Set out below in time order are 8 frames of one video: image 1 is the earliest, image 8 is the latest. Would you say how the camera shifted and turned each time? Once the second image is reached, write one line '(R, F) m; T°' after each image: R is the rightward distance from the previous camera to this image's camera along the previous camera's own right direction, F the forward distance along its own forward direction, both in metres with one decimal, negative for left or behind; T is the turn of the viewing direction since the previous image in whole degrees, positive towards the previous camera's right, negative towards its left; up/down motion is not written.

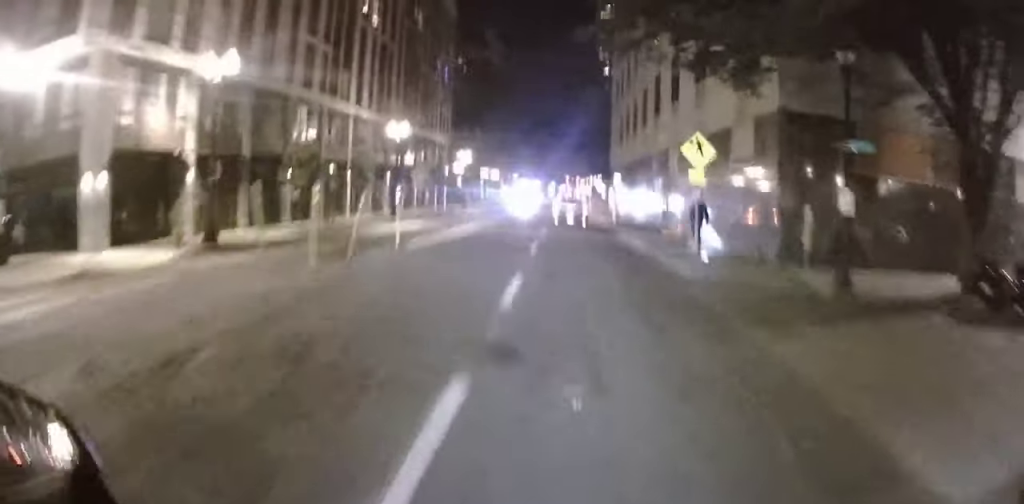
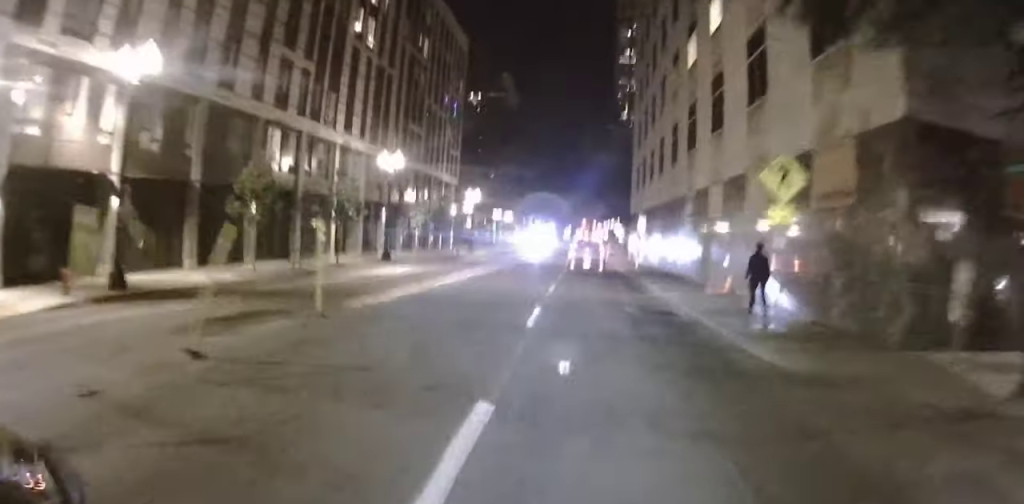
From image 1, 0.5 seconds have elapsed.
(+0.3, +5.6) m; +1°
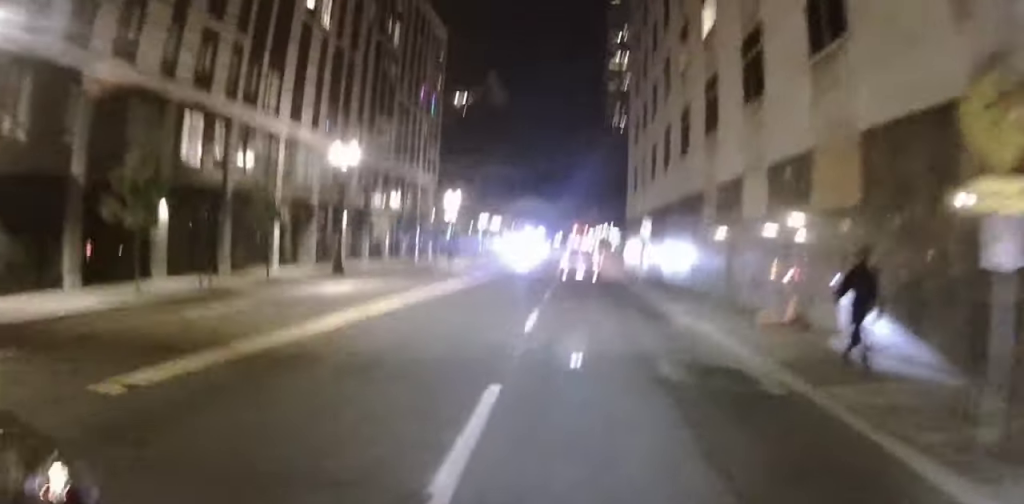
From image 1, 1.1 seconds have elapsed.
(+0.2, +6.3) m; +2°
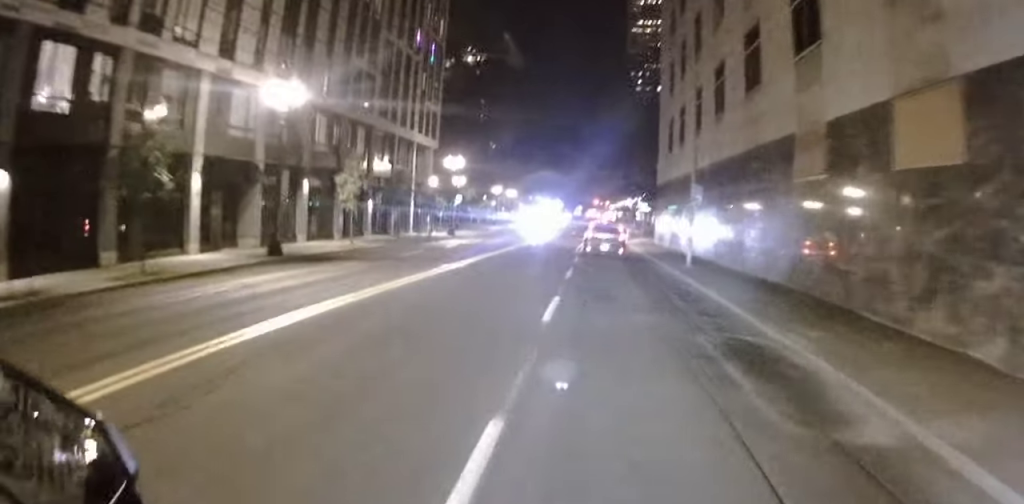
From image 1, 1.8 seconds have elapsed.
(0.0, +8.8) m; +2°
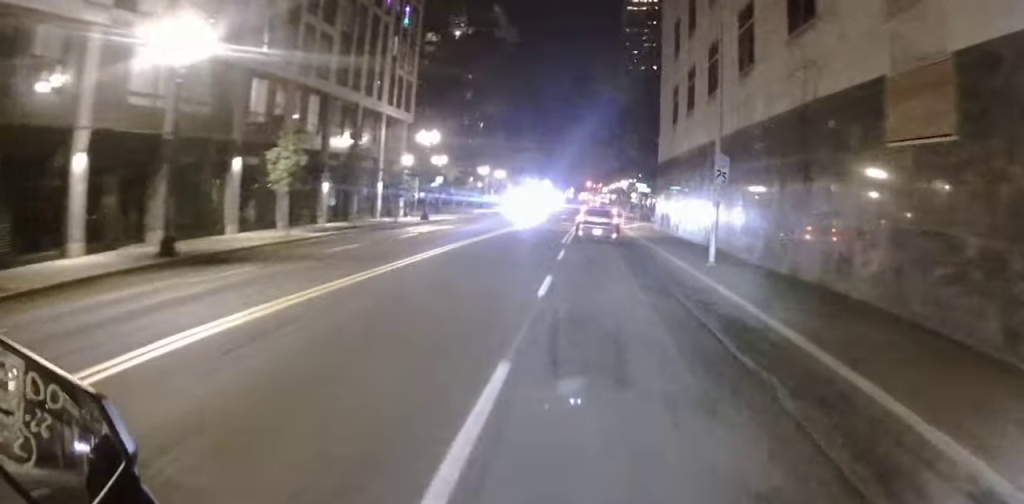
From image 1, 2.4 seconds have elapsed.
(+0.1, +6.1) m; 0°
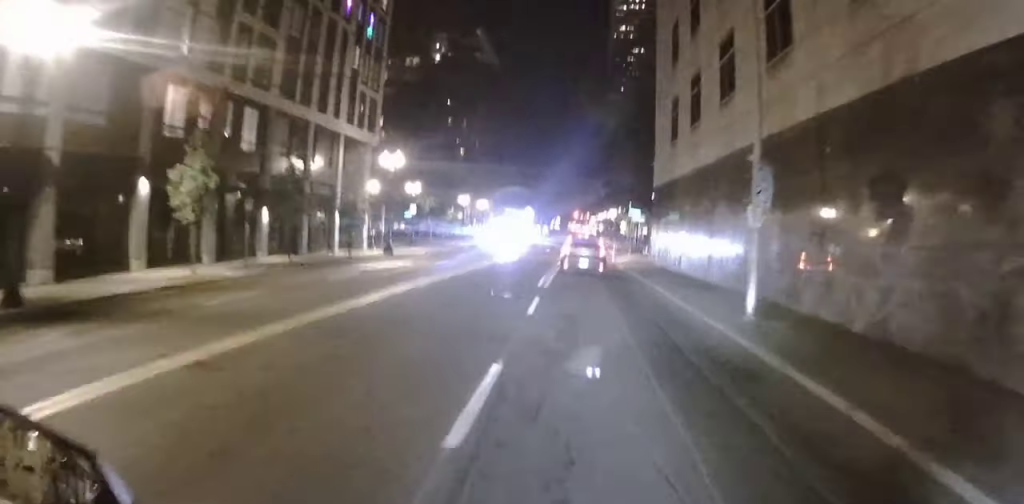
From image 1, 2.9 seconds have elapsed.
(+0.2, +5.8) m; 0°
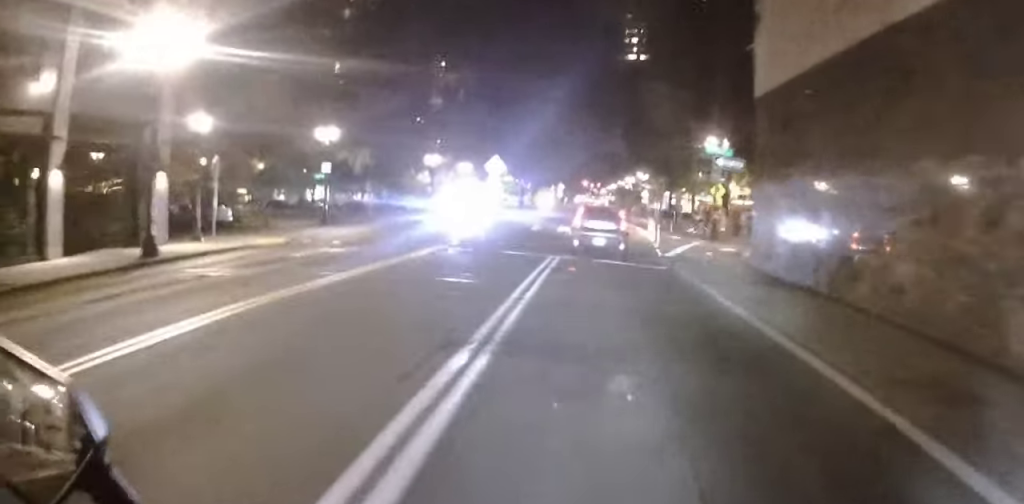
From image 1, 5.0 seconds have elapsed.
(-1.0, +24.8) m; -3°
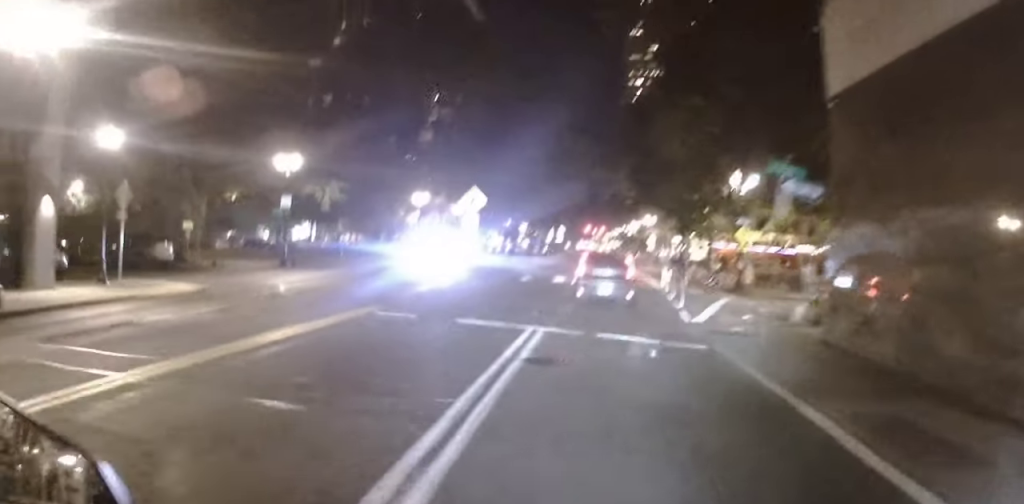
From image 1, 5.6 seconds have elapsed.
(0.0, +6.4) m; 0°
